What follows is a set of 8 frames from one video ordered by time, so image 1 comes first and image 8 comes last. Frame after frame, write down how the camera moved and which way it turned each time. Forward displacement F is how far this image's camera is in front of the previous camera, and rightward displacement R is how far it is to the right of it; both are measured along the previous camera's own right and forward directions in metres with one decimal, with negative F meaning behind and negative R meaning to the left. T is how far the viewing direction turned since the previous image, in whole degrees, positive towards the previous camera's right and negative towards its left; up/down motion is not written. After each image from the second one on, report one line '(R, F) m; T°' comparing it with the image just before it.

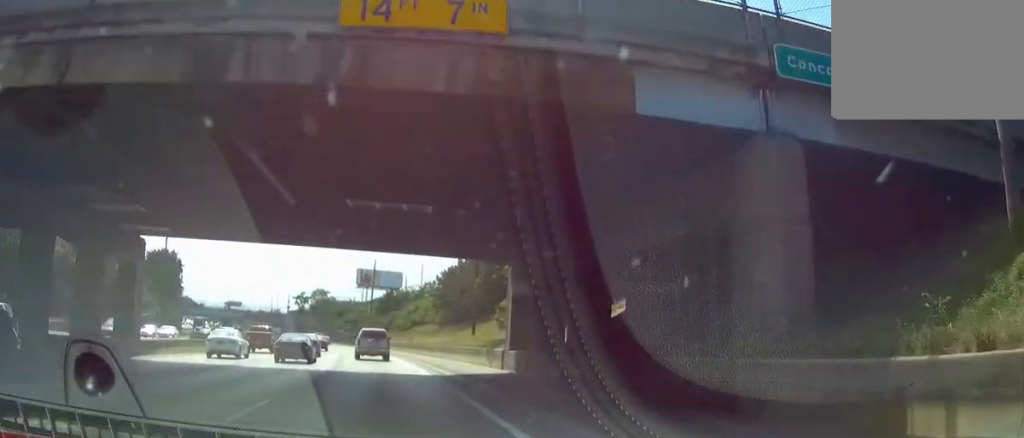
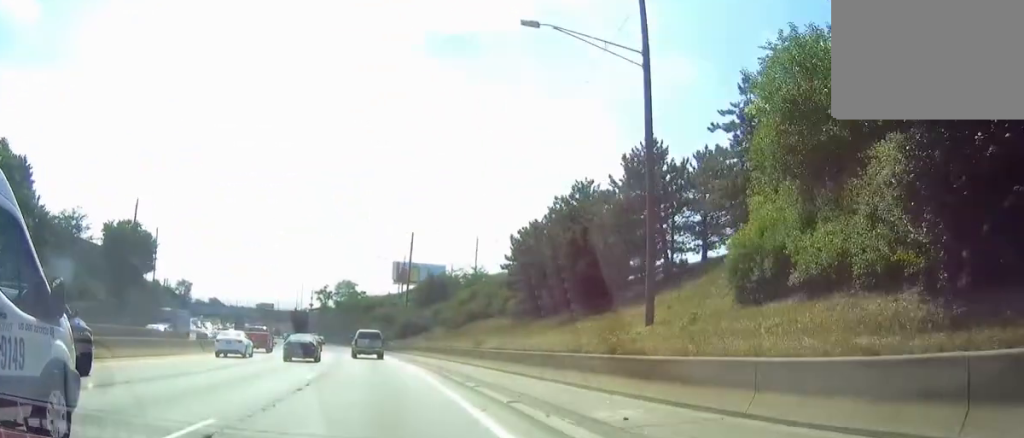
(0.0, +33.7) m; 0°
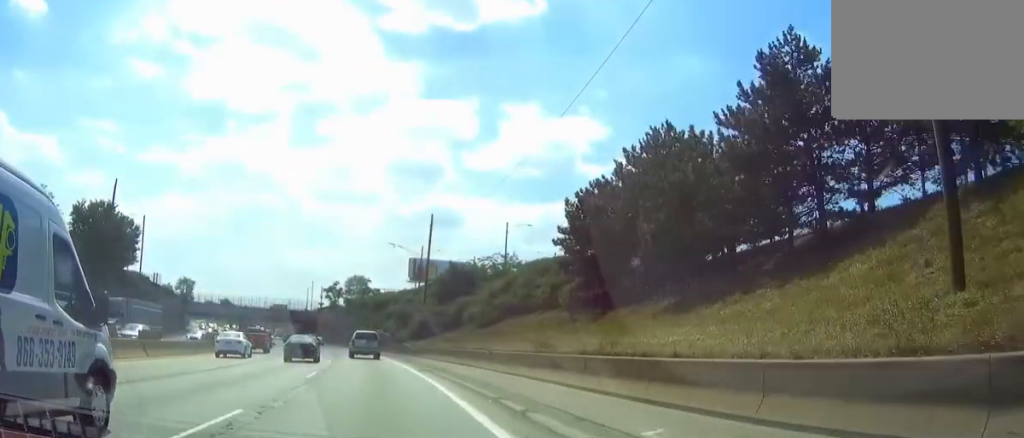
(0.0, +13.8) m; 0°
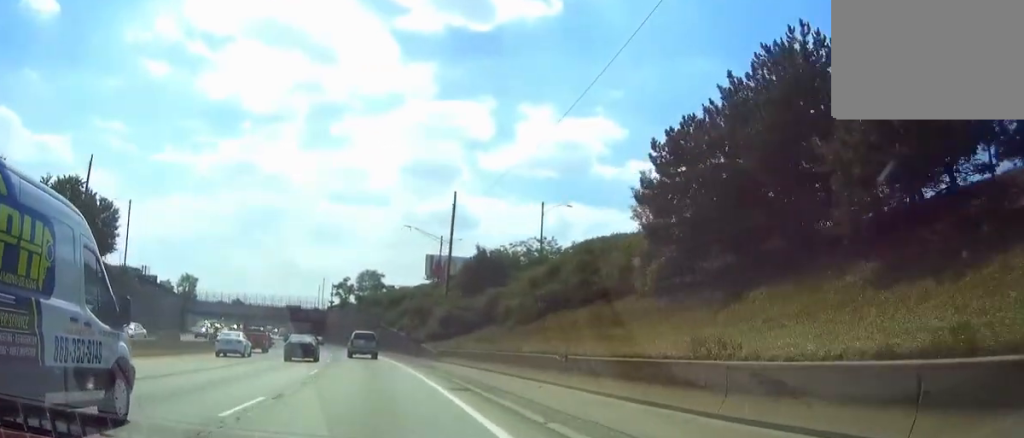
(+0.1, +12.4) m; -1°
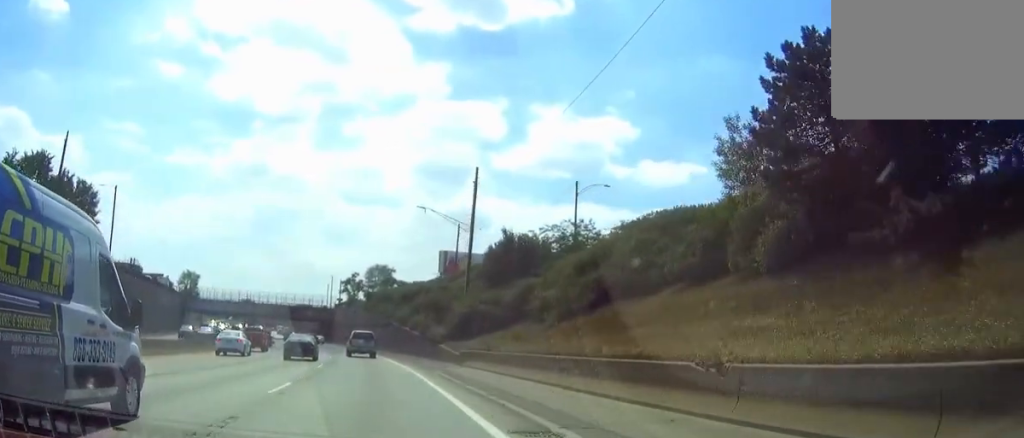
(-0.1, +9.7) m; -1°
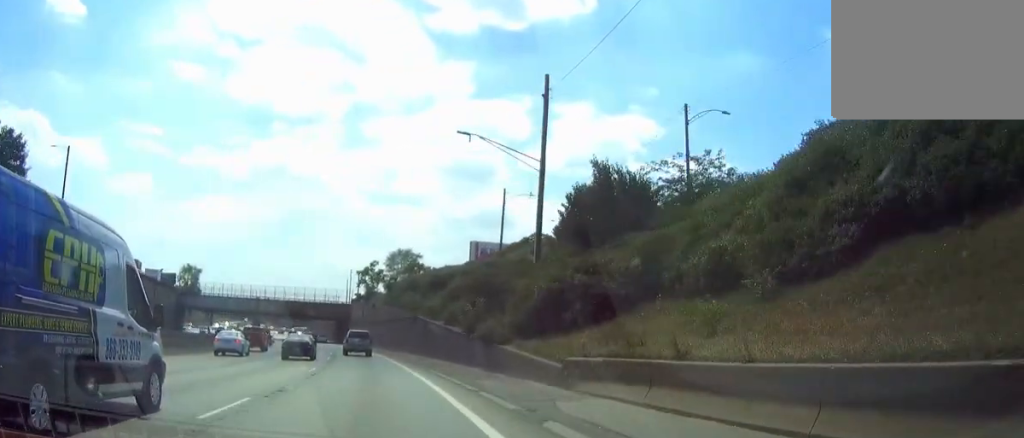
(-0.4, +20.1) m; -3°
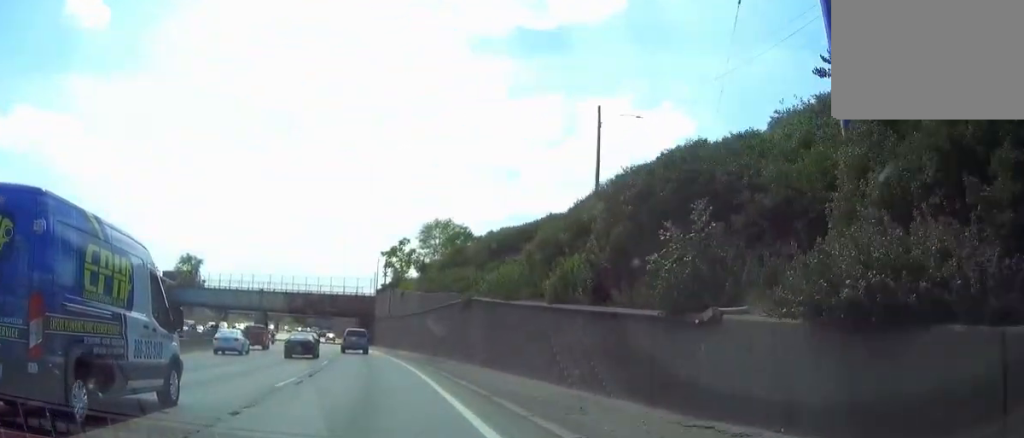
(-0.8, +24.6) m; -3°
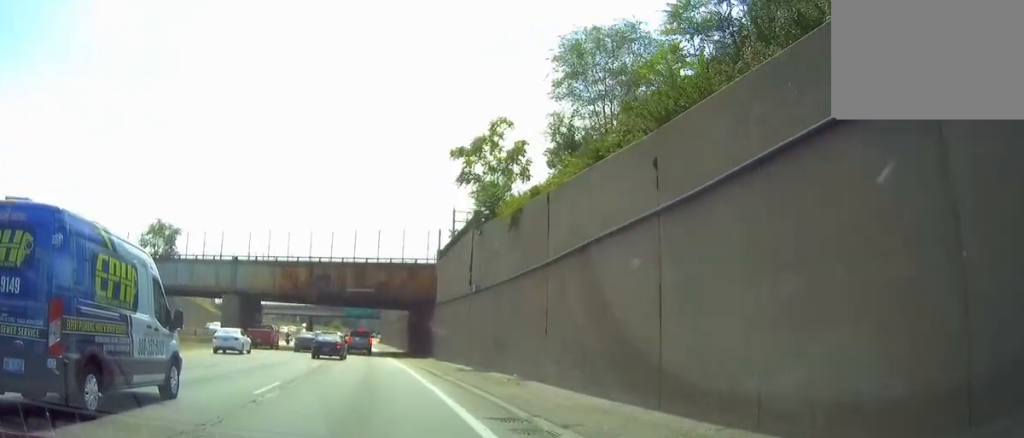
(-2.2, +46.8) m; -5°
